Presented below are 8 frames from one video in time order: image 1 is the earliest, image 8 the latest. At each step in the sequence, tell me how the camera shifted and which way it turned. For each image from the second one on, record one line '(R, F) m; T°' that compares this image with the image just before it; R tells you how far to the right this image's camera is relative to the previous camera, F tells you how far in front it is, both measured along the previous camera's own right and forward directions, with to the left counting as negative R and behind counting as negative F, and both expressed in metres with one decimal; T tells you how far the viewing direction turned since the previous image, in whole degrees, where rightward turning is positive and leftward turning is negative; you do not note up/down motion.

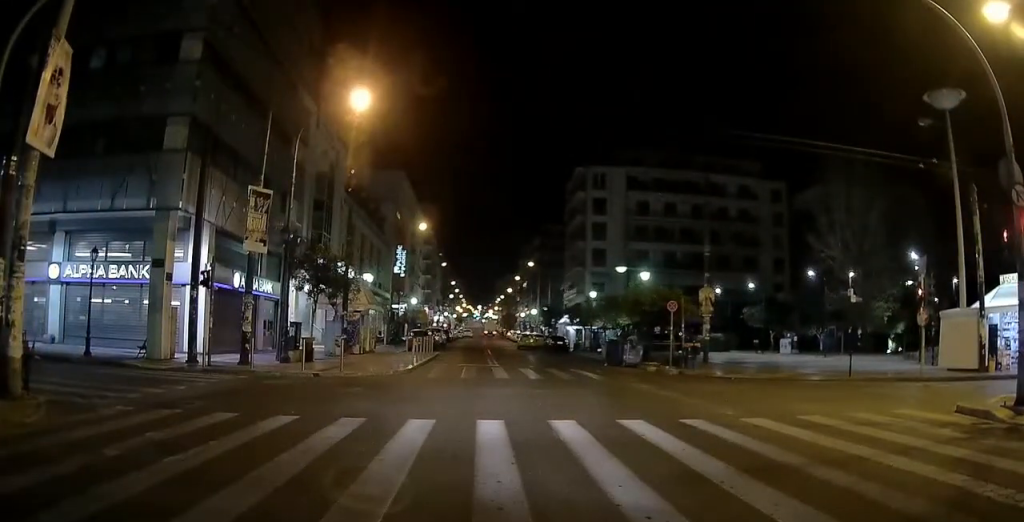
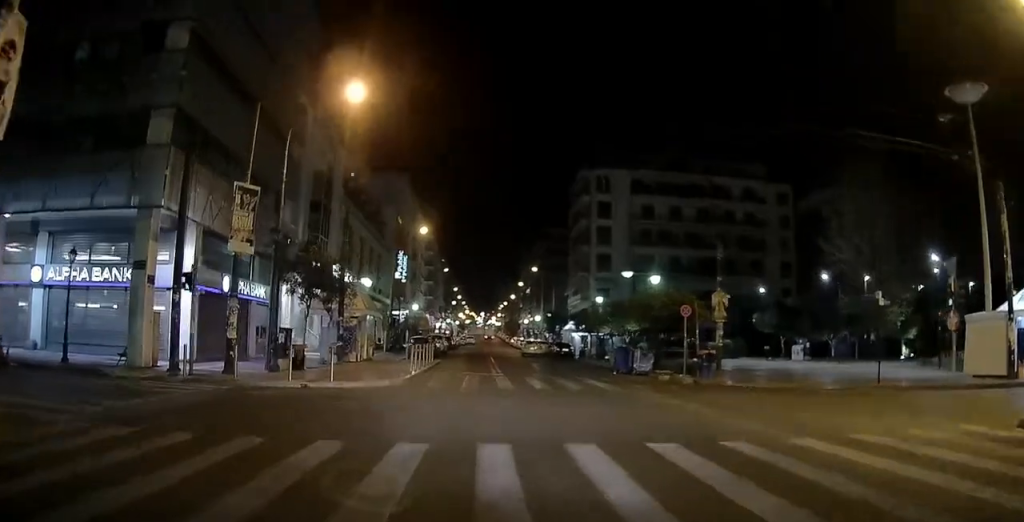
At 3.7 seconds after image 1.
(+0.1, +12.6) m; +1°
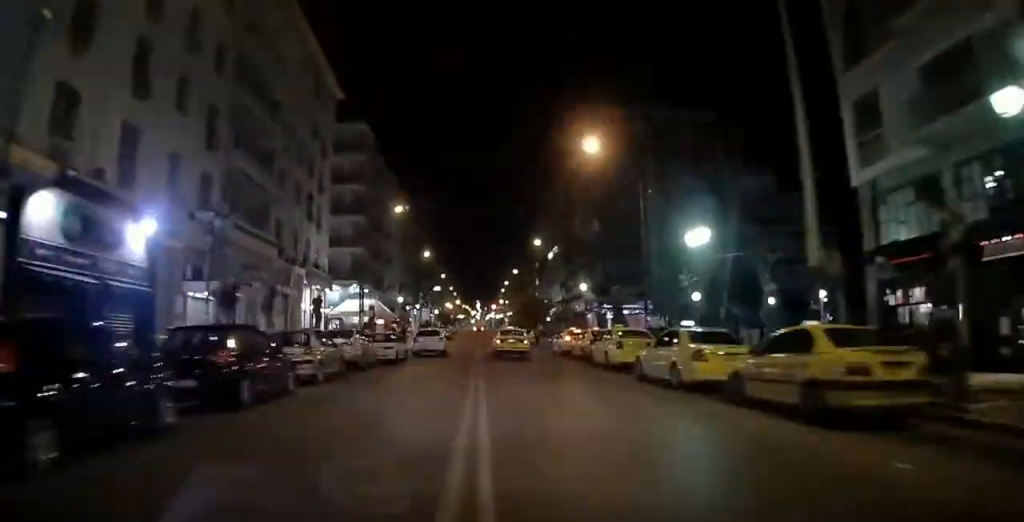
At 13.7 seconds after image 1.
(+0.3, +66.8) m; +1°
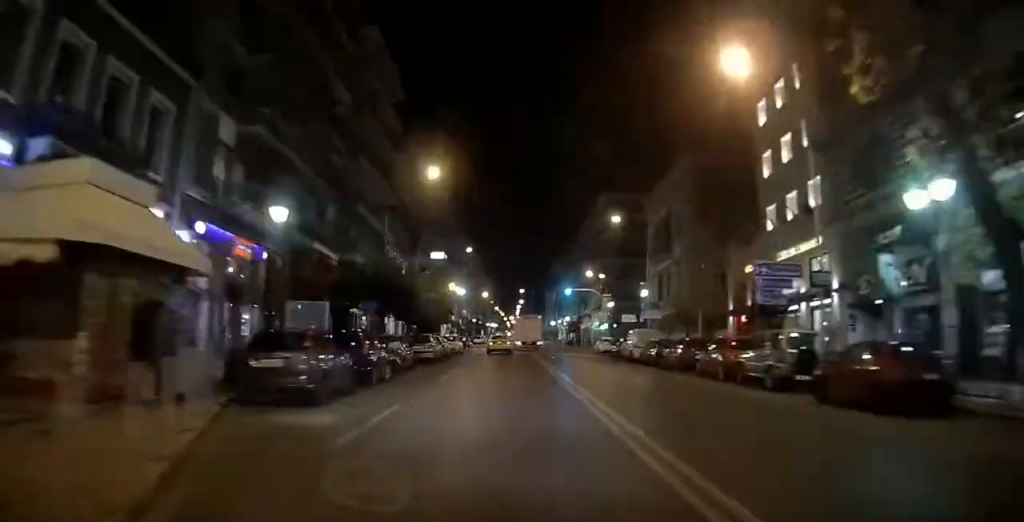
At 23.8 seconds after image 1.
(+0.8, +95.0) m; -5°
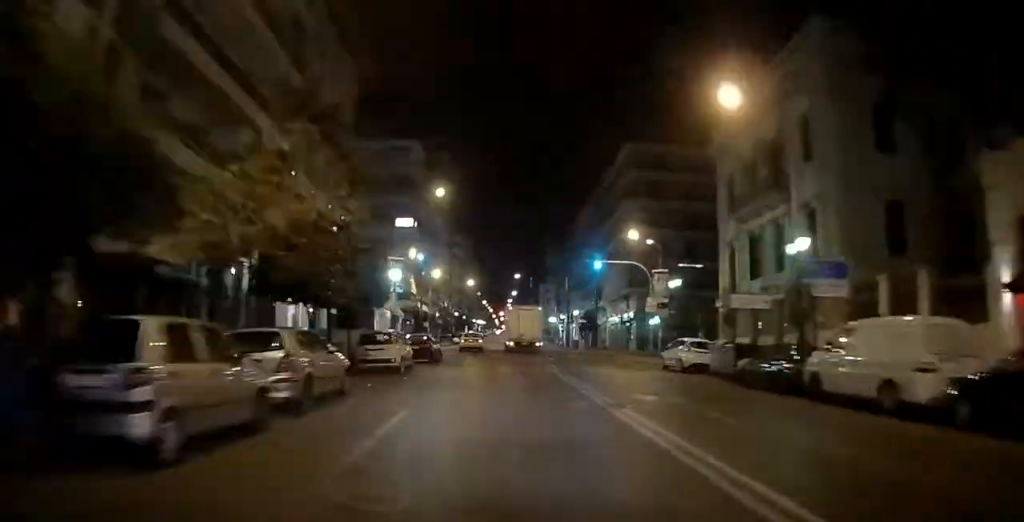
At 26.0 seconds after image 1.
(+1.9, +20.4) m; -6°
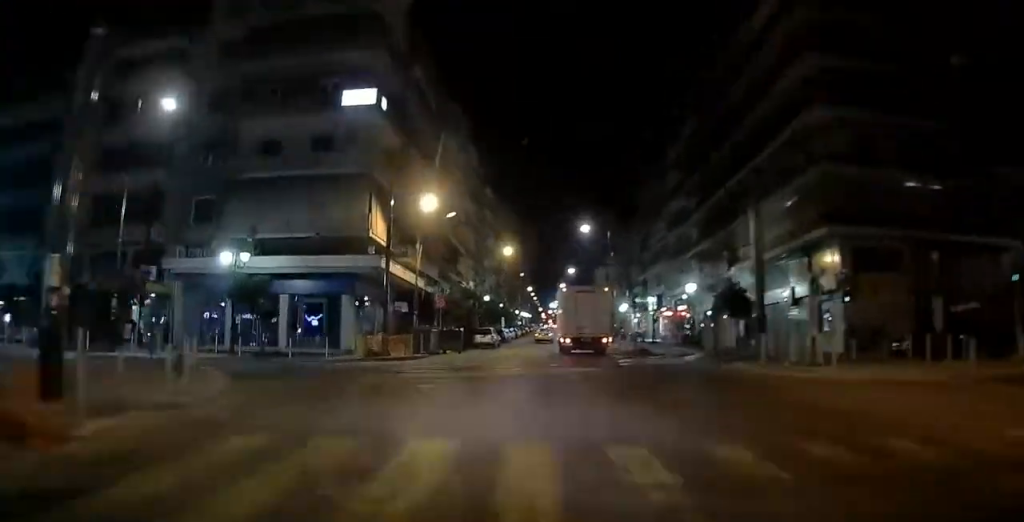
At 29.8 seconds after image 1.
(-6.3, +31.1) m; -33°
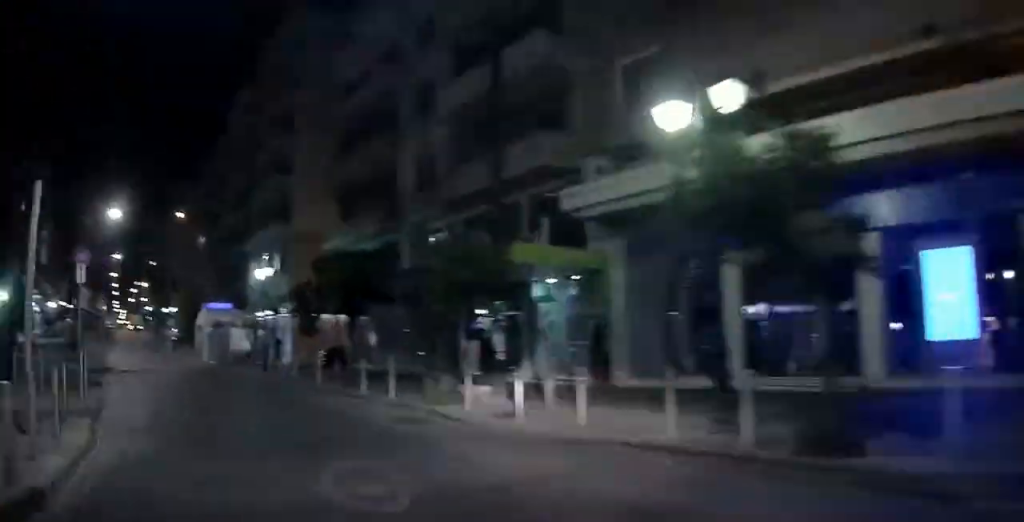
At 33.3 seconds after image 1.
(-7.5, +24.9) m; -28°
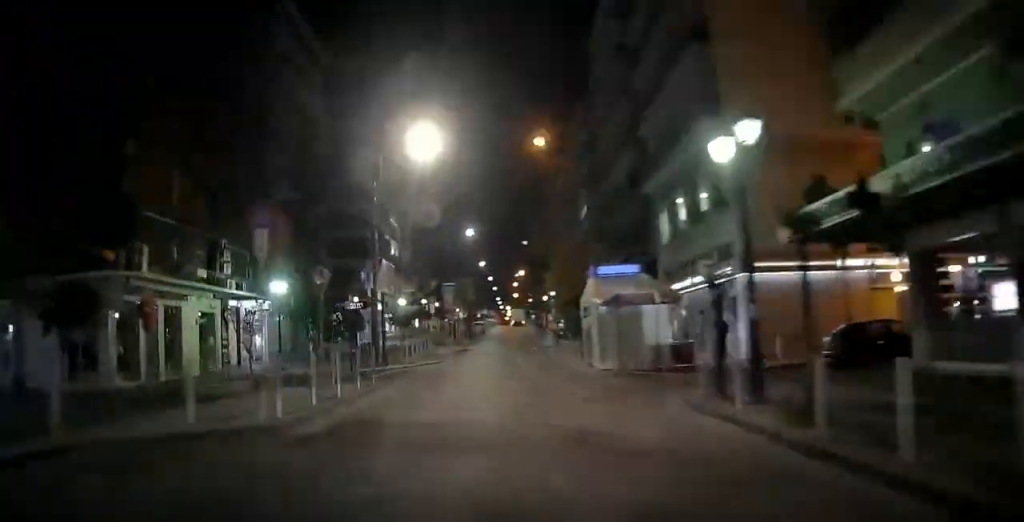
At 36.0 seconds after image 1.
(-8.5, +23.5) m; -15°
